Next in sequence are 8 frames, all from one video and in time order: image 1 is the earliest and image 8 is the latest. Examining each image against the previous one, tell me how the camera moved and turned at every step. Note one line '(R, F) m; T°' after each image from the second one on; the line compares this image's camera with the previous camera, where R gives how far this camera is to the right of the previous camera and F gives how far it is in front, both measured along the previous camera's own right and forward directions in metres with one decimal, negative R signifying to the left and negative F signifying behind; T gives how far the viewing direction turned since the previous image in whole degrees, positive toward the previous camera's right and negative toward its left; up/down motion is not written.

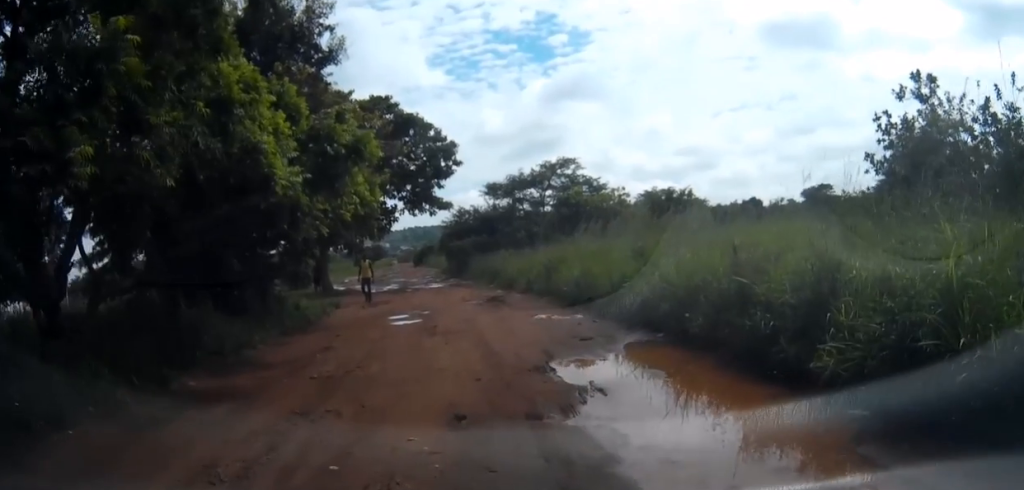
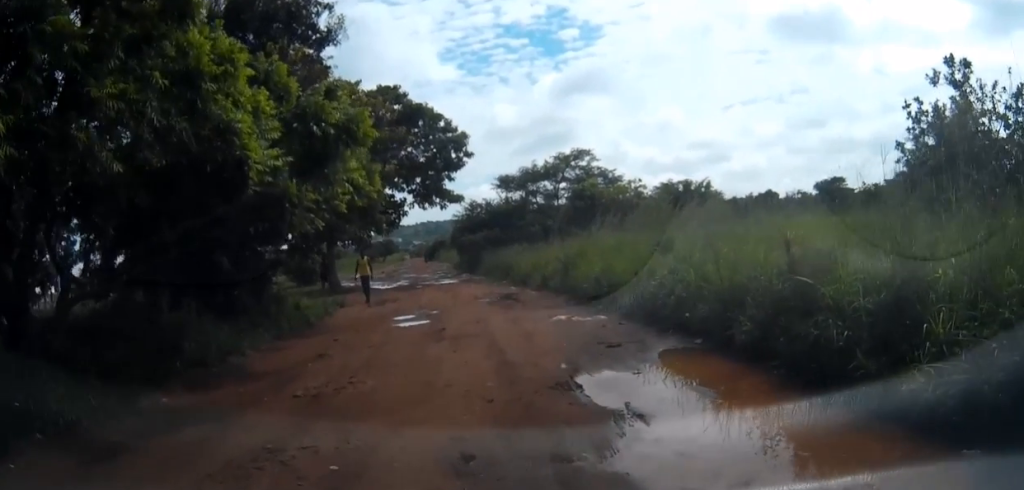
(0.0, +1.4) m; -1°
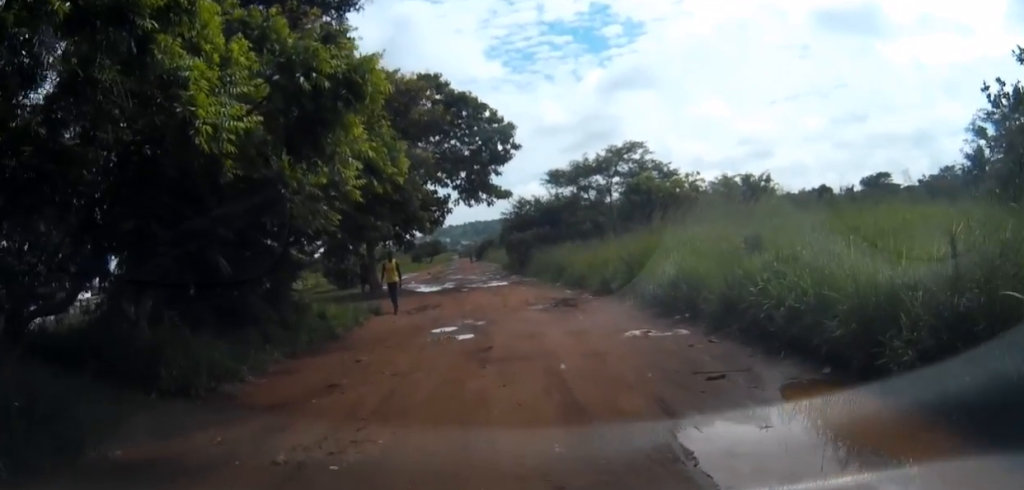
(-0.1, +2.4) m; -5°
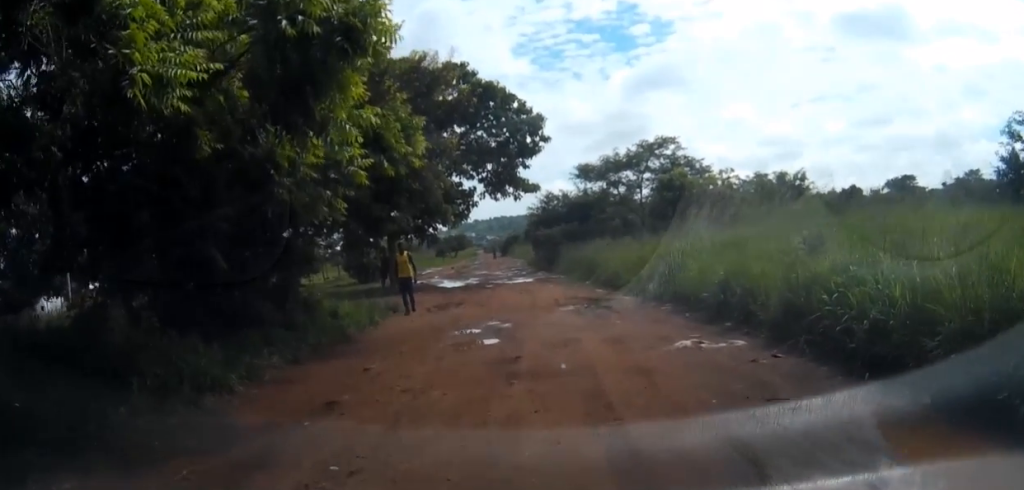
(0.0, +1.4) m; -1°
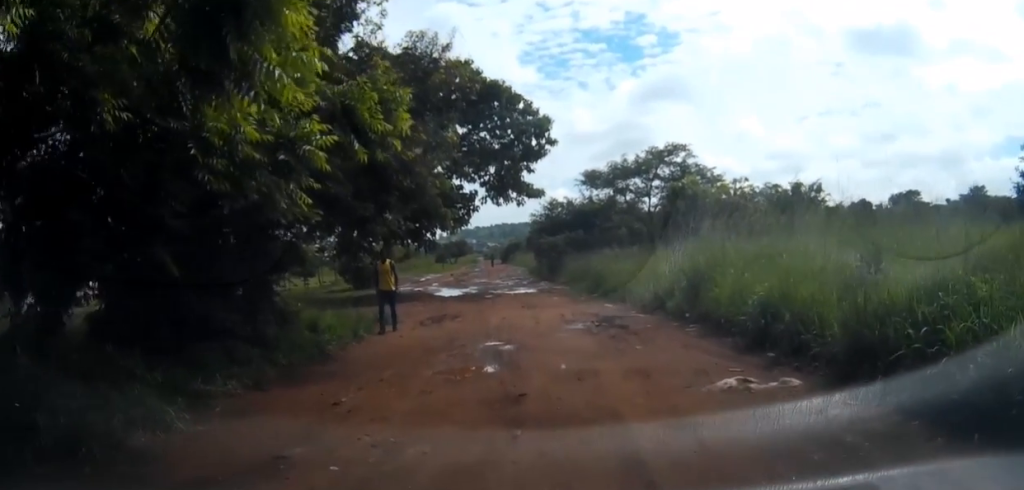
(0.0, +1.8) m; +3°
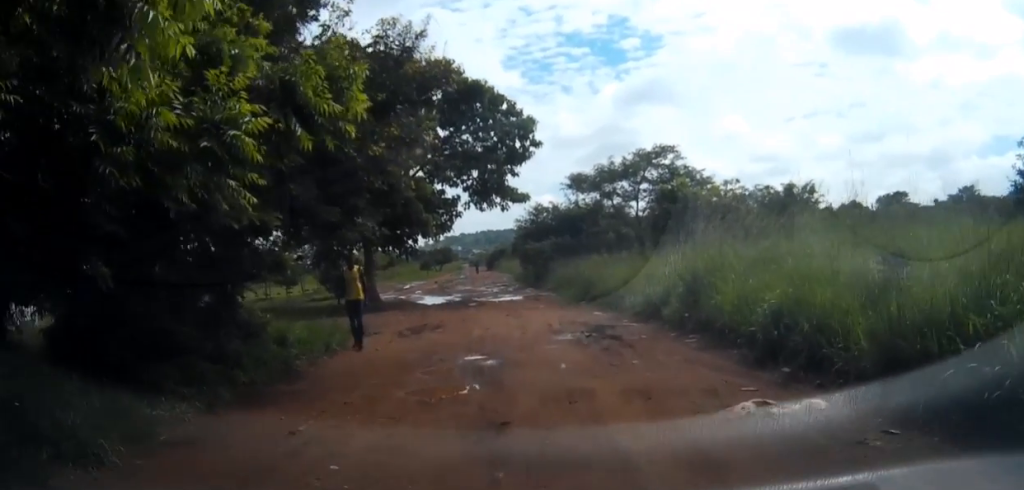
(0.0, +1.0) m; +4°
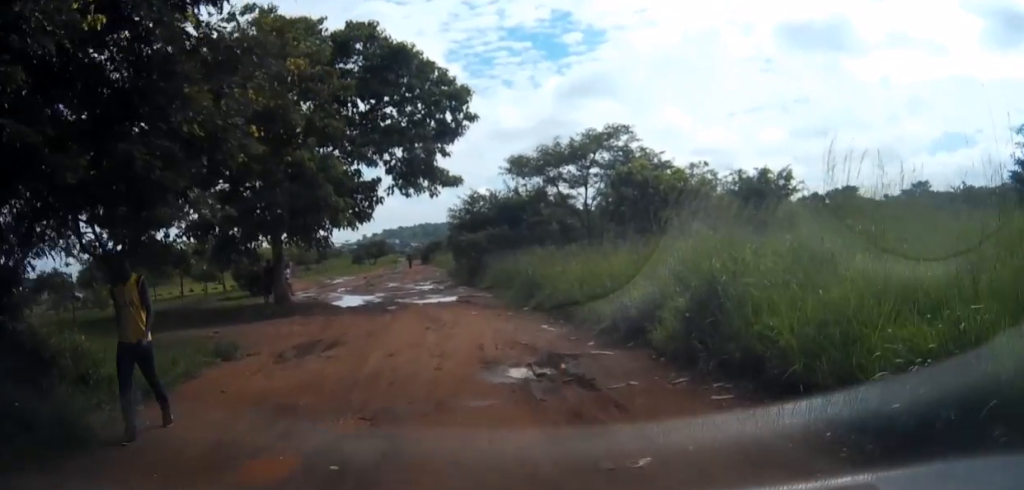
(+0.4, +4.3) m; +4°
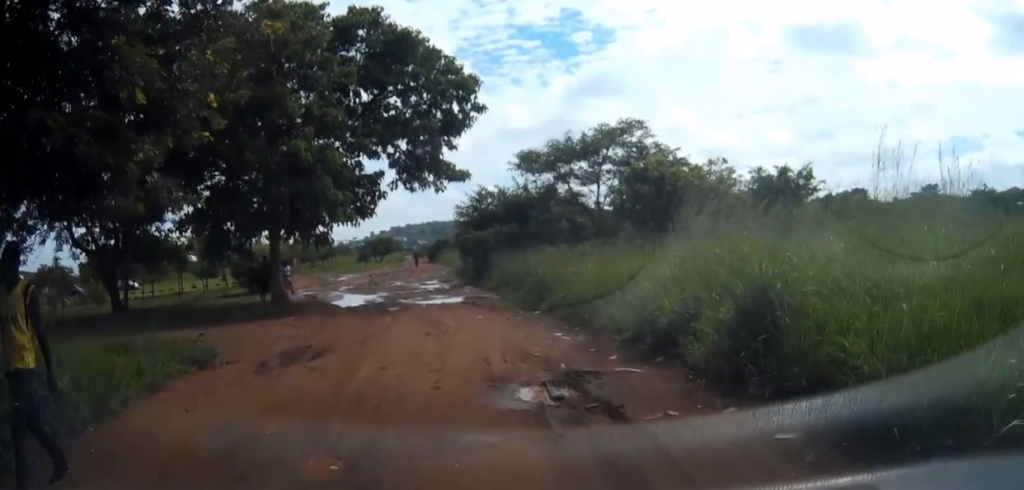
(0.0, +1.3) m; -3°
